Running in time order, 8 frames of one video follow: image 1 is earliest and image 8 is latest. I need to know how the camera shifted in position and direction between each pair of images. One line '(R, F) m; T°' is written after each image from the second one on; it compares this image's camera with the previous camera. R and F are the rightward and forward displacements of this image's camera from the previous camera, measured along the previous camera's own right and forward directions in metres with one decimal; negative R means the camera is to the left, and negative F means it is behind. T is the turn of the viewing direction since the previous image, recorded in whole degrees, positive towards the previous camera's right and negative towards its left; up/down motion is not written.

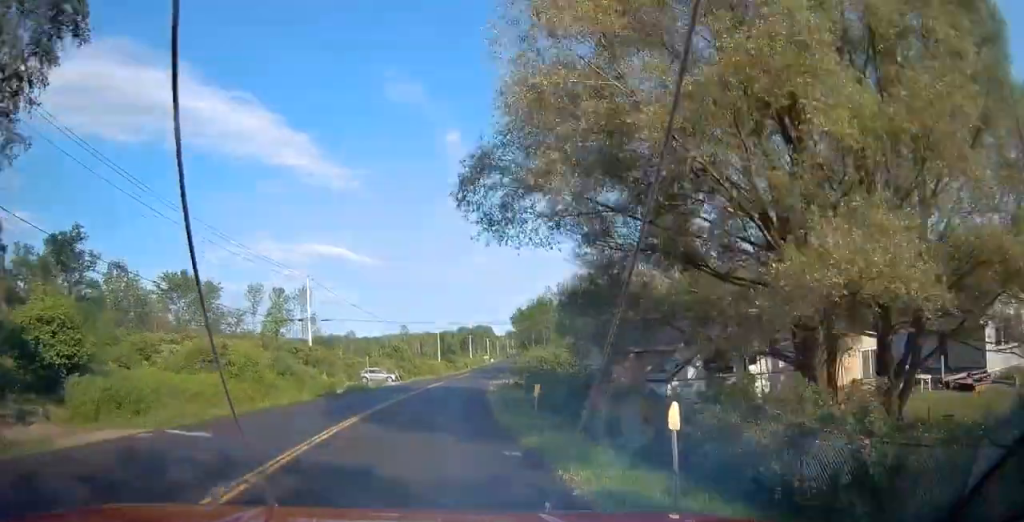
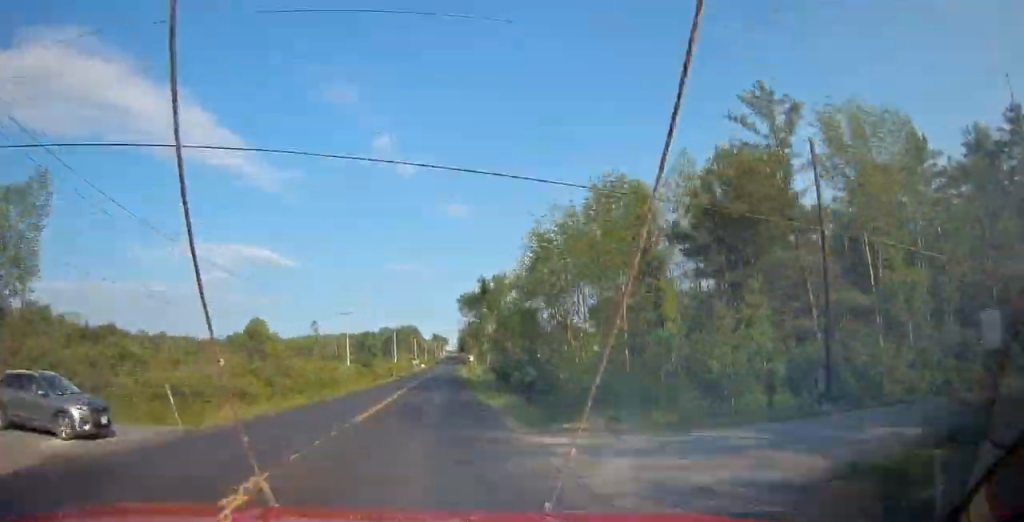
(+3.0, +51.2) m; +4°
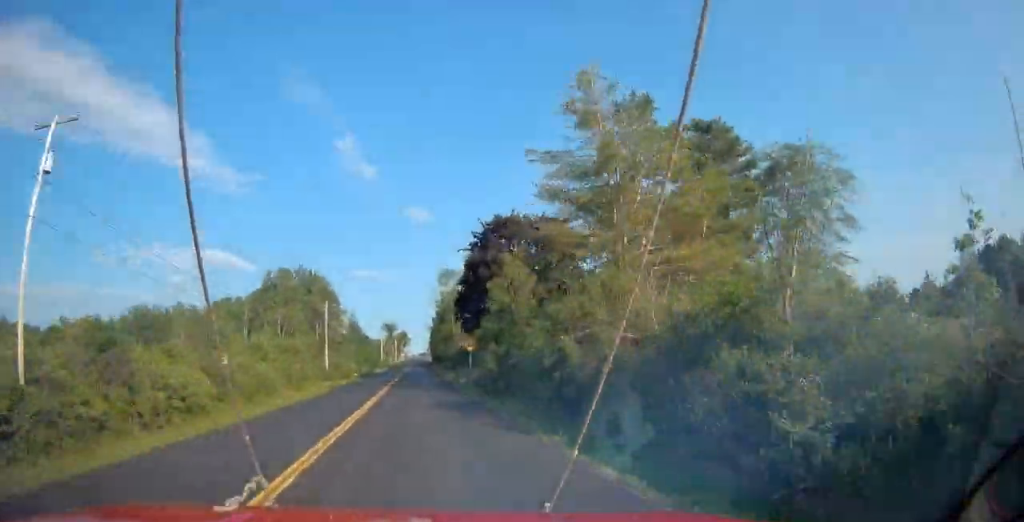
(+48.9, +178.3) m; +19°
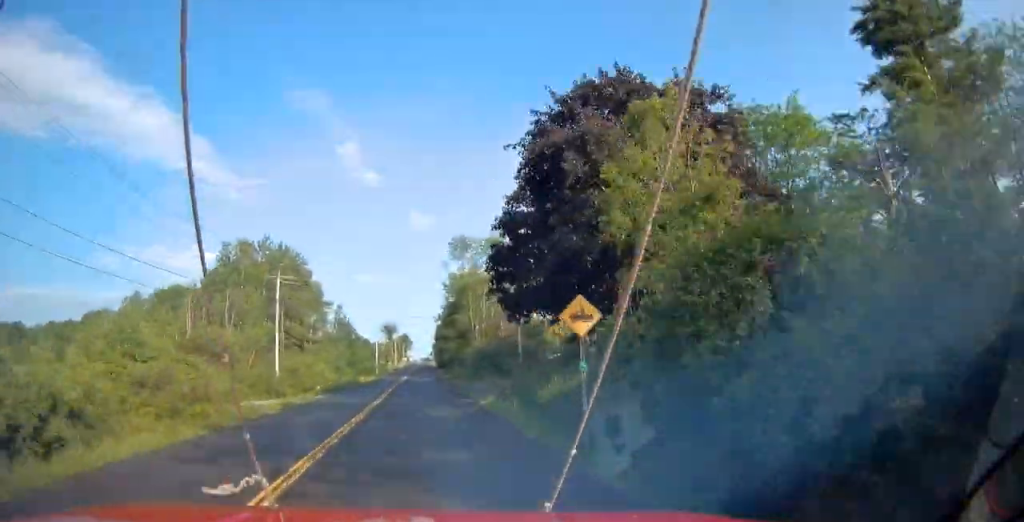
(+9.5, +19.5) m; -9°
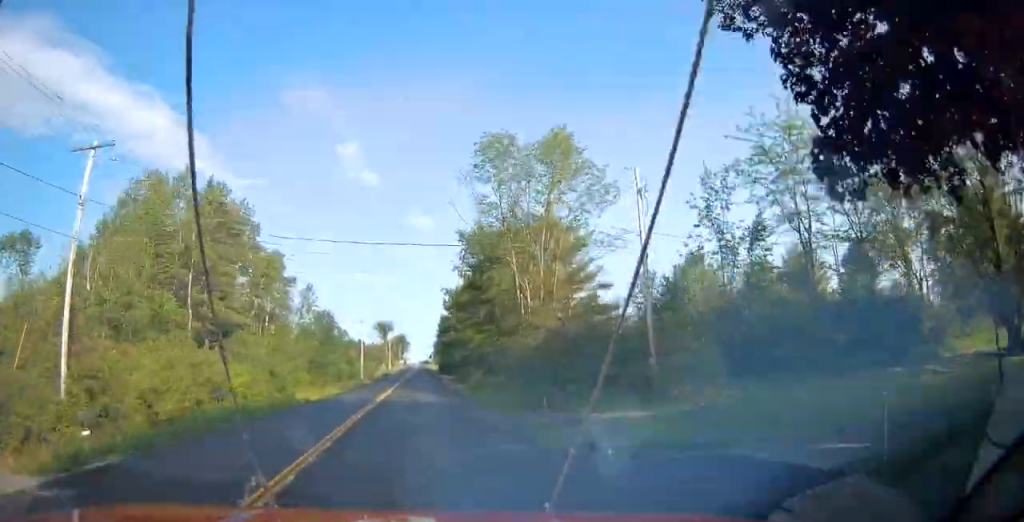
(-19.1, +35.9) m; -11°
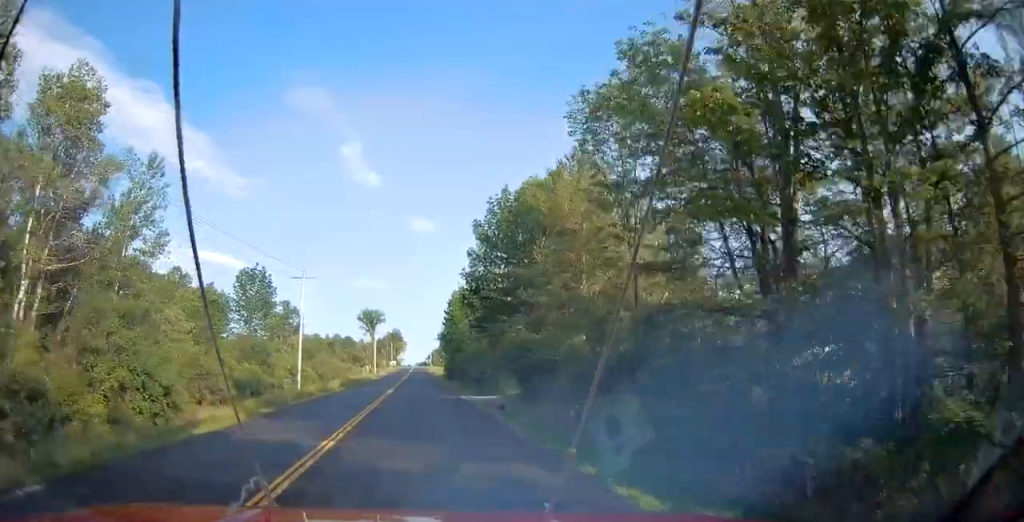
(-10.8, +67.9) m; -3°
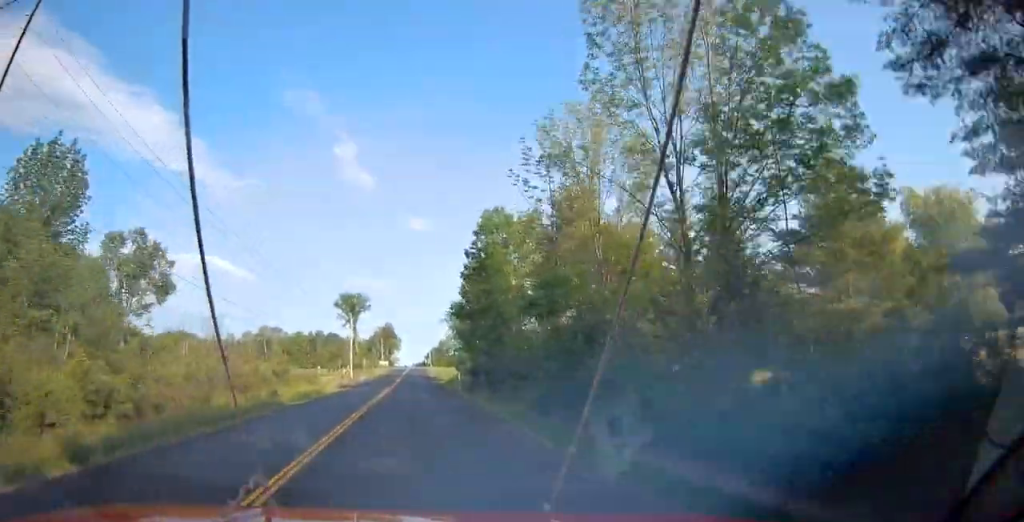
(+5.7, +55.3) m; +9°
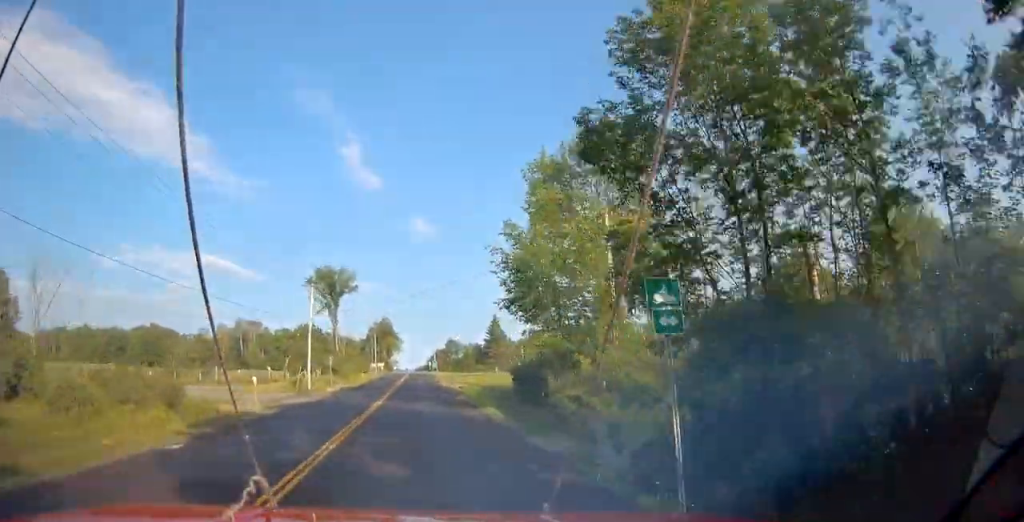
(+2.8, +48.0) m; +3°
